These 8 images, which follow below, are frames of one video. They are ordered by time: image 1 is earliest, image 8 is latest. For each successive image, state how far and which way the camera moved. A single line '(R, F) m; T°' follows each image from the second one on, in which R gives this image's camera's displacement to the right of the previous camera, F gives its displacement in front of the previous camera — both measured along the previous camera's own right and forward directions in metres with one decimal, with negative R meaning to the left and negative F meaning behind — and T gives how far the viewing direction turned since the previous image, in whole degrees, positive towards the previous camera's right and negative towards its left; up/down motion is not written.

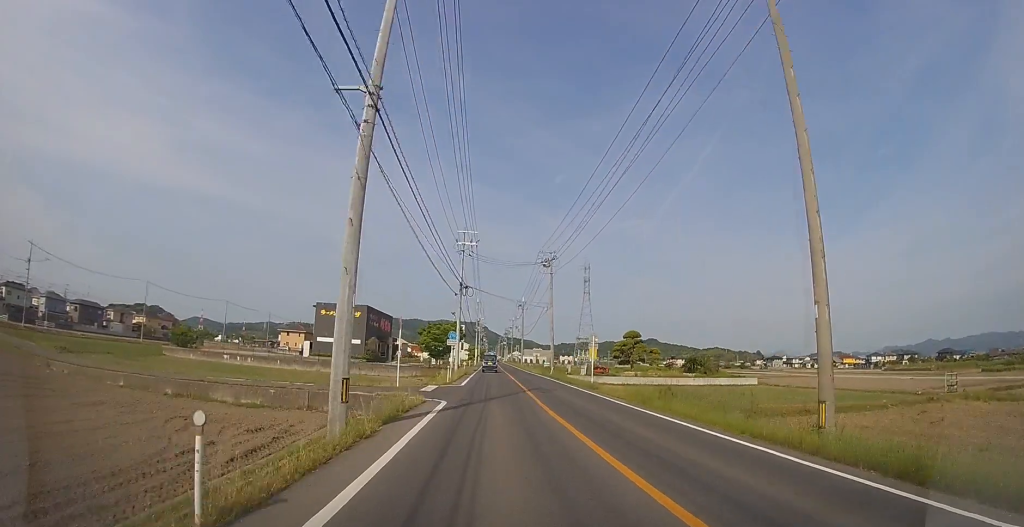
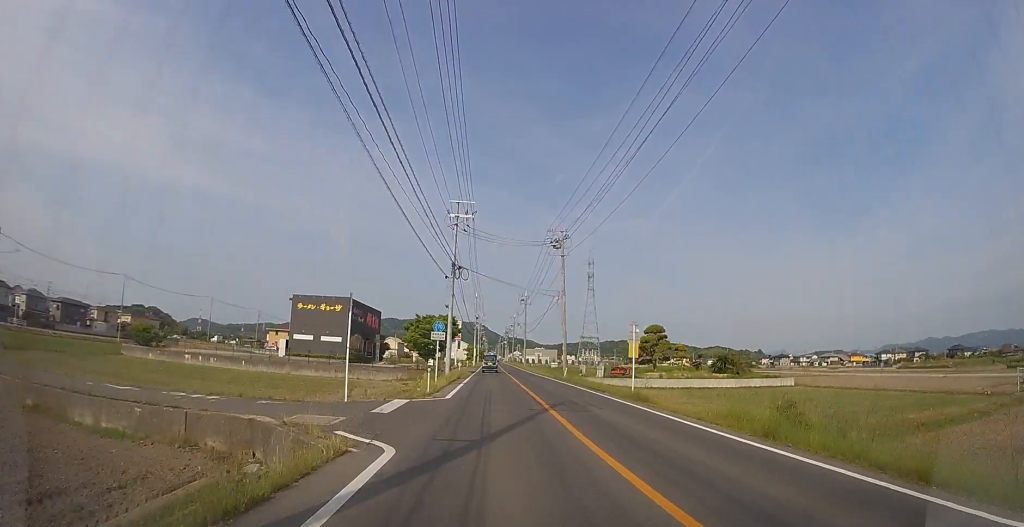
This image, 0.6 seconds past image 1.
(0.0, +8.2) m; 0°
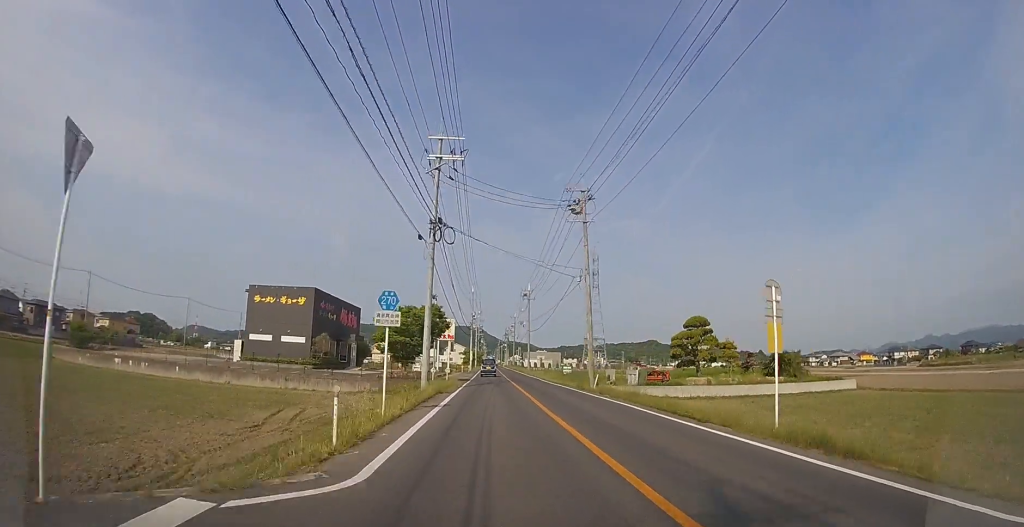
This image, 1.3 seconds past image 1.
(0.0, +11.1) m; 0°
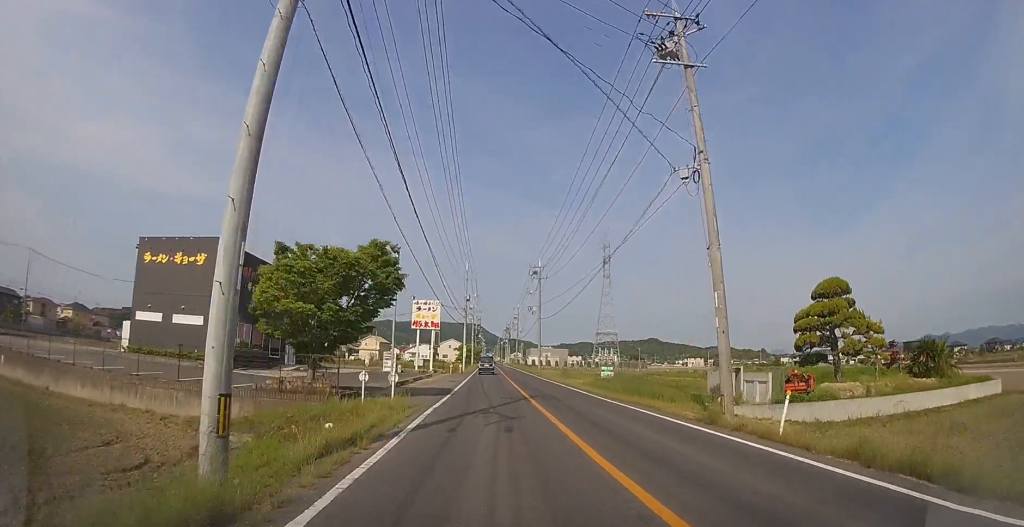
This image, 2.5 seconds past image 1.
(0.0, +16.8) m; 0°
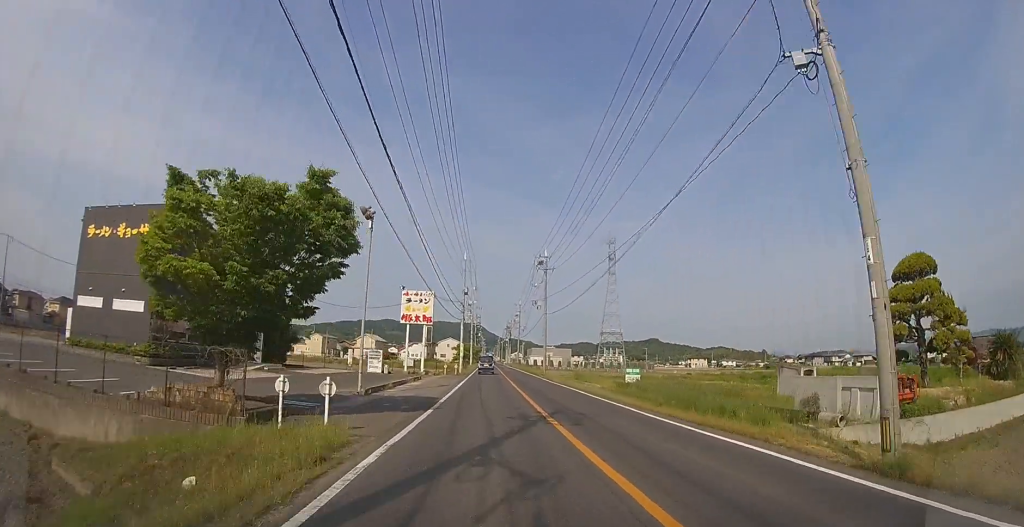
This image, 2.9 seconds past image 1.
(0.0, +5.8) m; 0°
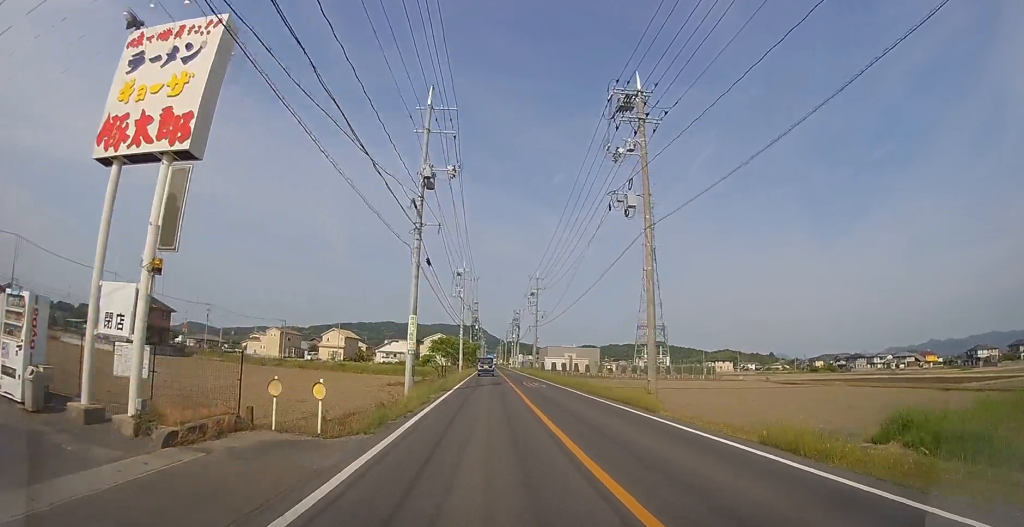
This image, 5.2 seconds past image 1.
(-0.1, +34.2) m; 0°
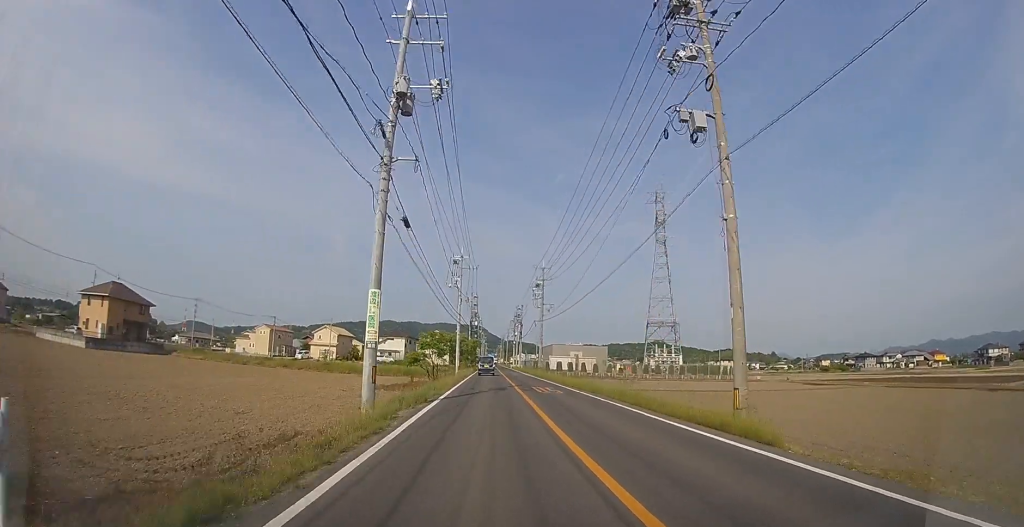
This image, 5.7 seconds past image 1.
(0.0, +6.4) m; 0°
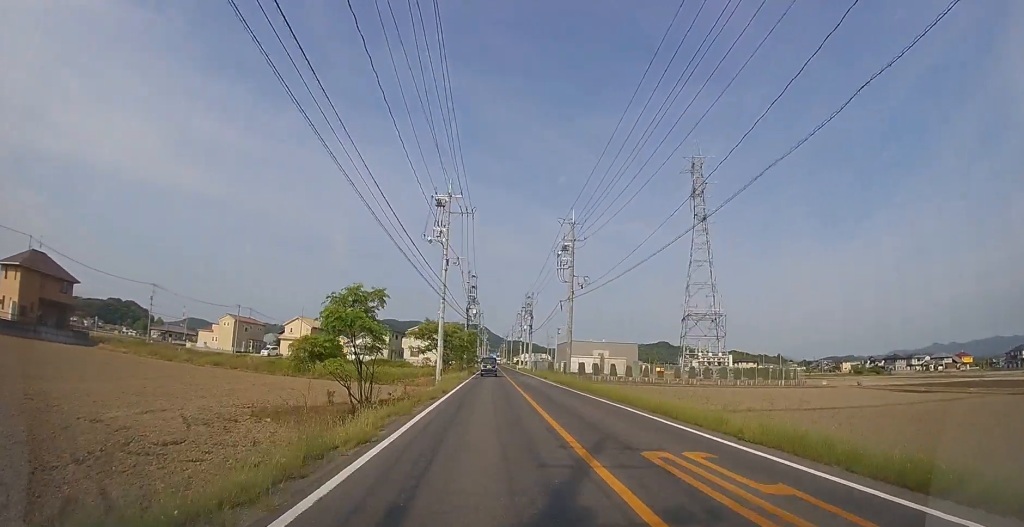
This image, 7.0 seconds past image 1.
(0.0, +18.7) m; 0°
